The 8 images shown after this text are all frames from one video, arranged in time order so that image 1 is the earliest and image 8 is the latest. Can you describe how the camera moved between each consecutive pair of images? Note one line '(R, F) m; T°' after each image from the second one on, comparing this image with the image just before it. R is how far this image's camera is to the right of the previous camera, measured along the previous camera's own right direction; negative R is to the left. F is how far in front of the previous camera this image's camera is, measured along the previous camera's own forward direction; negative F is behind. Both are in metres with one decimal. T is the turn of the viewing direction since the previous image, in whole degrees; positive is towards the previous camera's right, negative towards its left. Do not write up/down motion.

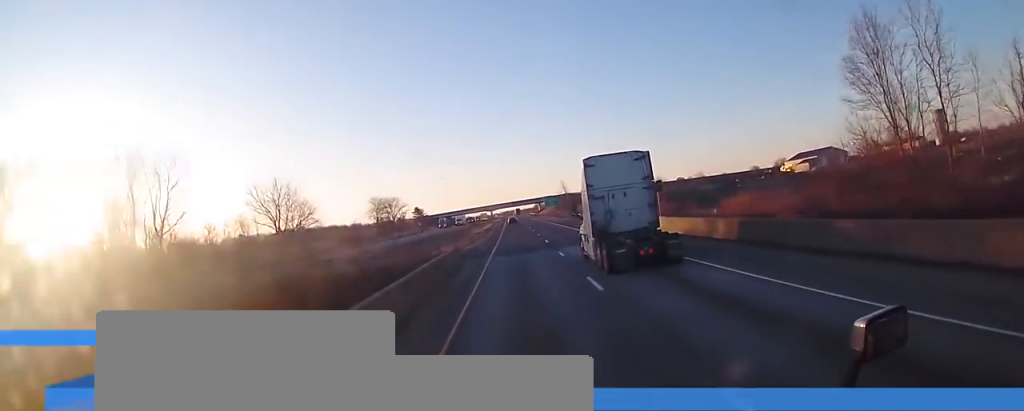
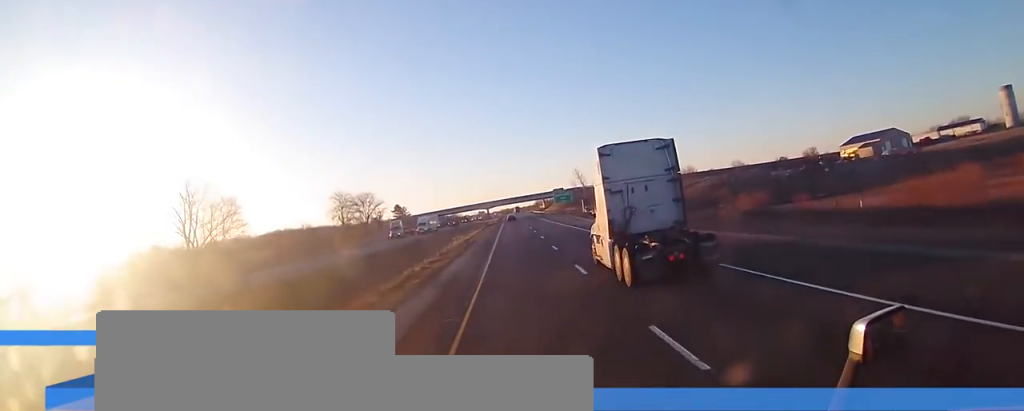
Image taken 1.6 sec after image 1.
(+0.6, +44.9) m; 0°
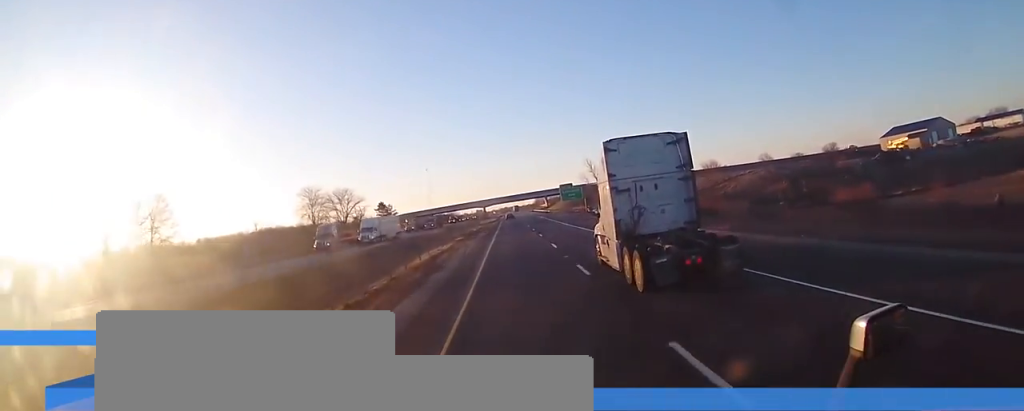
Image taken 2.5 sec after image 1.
(-0.3, +25.9) m; 0°
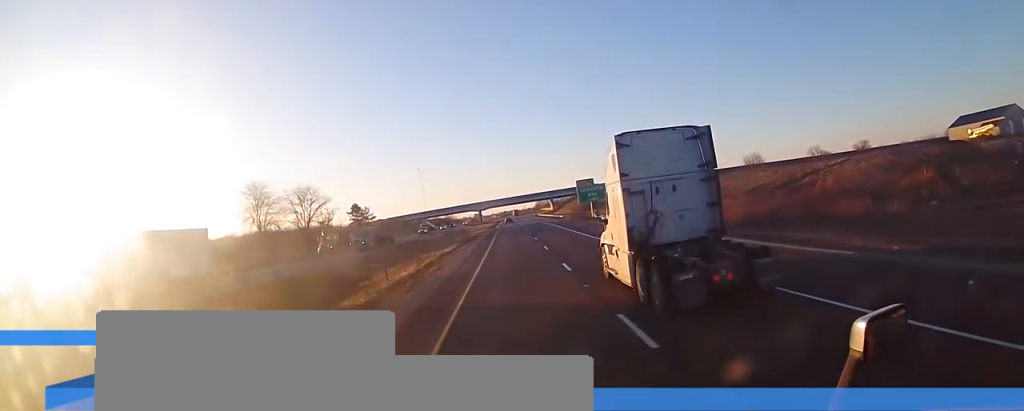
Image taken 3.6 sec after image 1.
(+0.2, +33.5) m; +1°
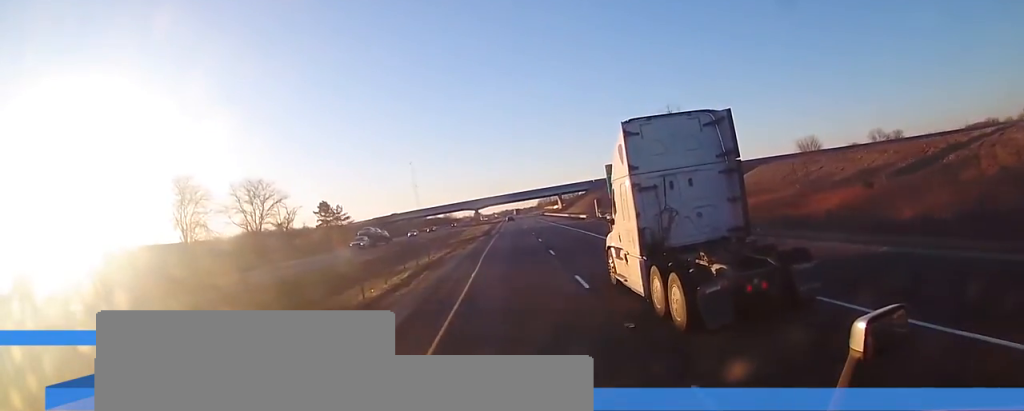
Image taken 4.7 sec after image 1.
(+0.2, +29.6) m; 0°
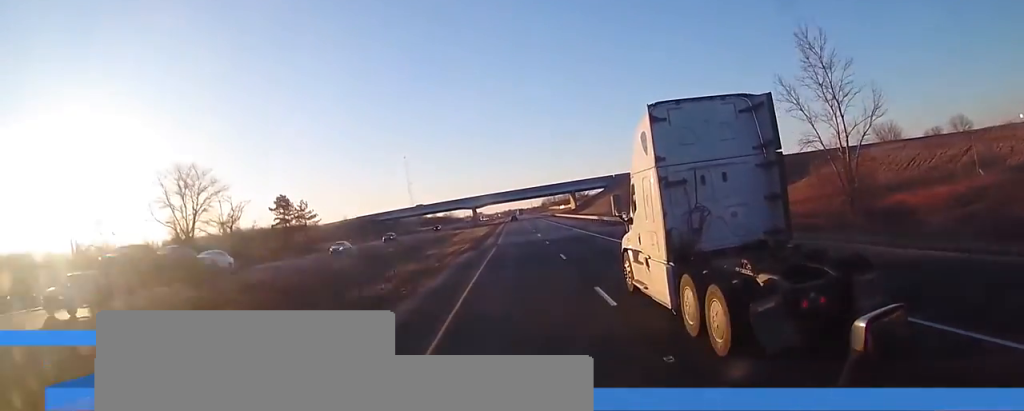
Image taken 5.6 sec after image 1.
(-0.1, +27.5) m; -1°
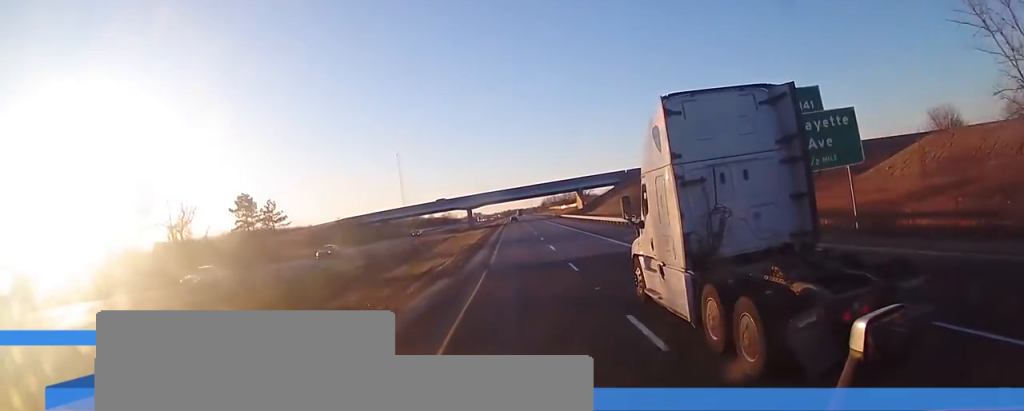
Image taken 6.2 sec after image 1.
(-0.2, +16.0) m; 0°
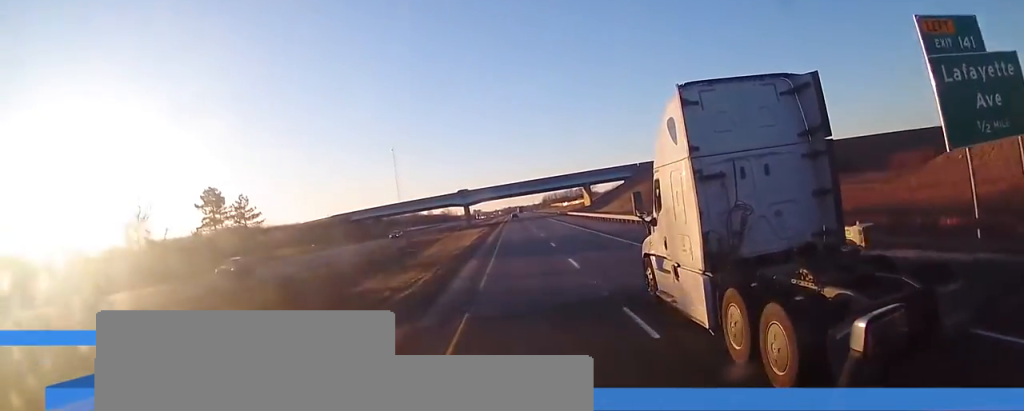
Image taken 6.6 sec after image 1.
(-0.2, +11.3) m; 0°
